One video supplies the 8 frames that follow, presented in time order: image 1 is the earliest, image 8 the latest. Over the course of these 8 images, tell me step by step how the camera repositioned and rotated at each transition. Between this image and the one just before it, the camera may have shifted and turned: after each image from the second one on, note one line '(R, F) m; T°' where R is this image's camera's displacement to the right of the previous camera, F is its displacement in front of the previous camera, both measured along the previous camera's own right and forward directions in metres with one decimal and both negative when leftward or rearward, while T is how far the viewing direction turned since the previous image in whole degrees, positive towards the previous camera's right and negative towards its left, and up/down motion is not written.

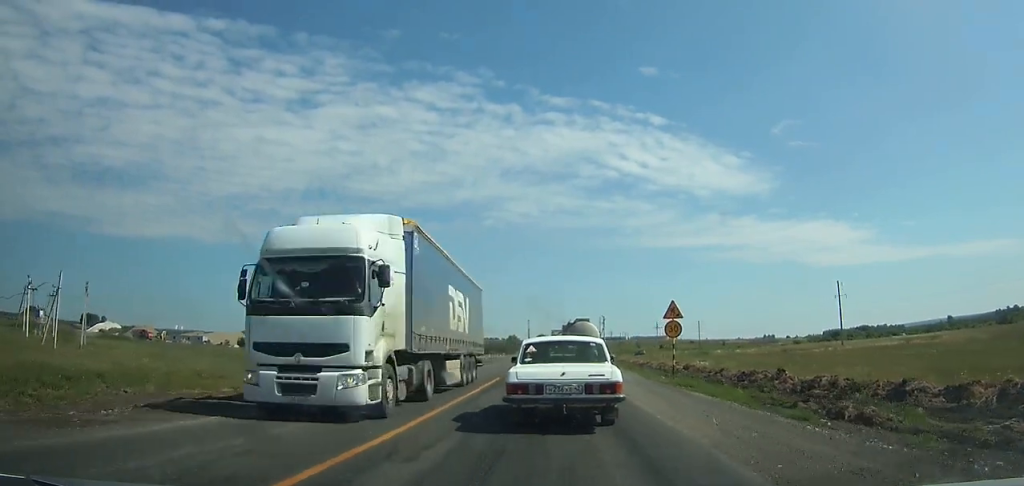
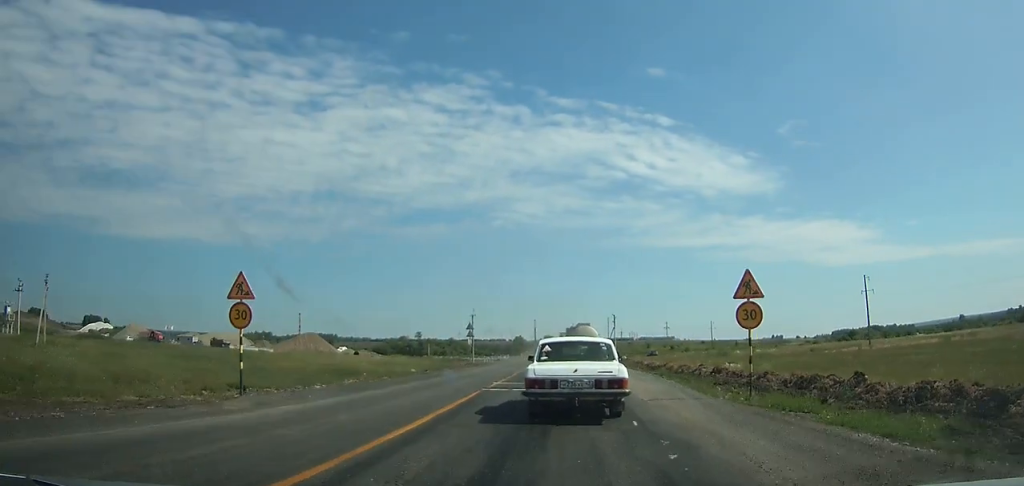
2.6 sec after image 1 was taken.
(0.0, +9.2) m; 0°
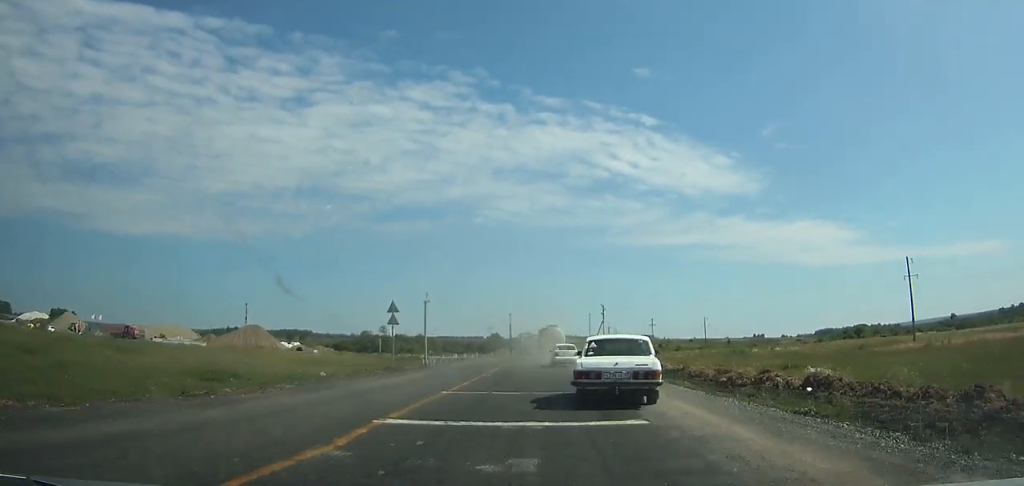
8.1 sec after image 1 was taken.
(0.0, +20.7) m; +2°
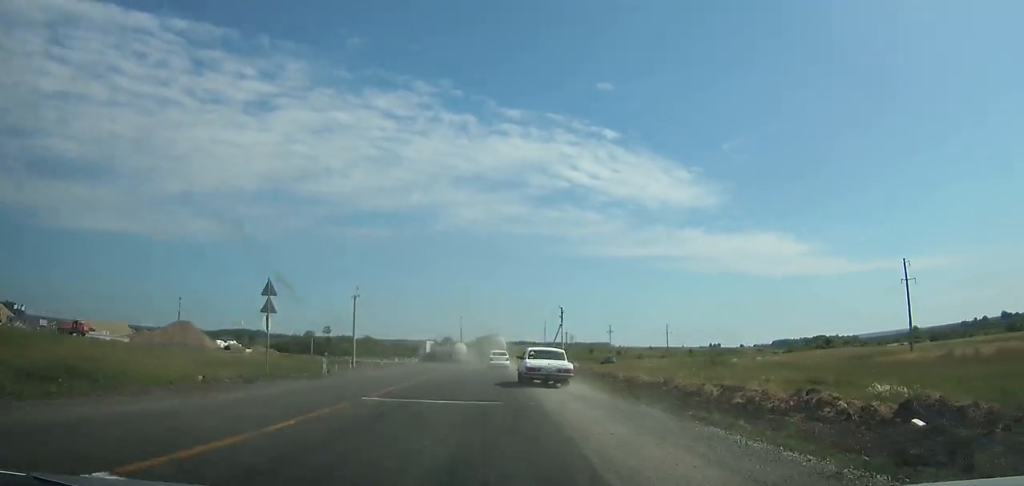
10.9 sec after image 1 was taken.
(+0.4, +13.1) m; +2°
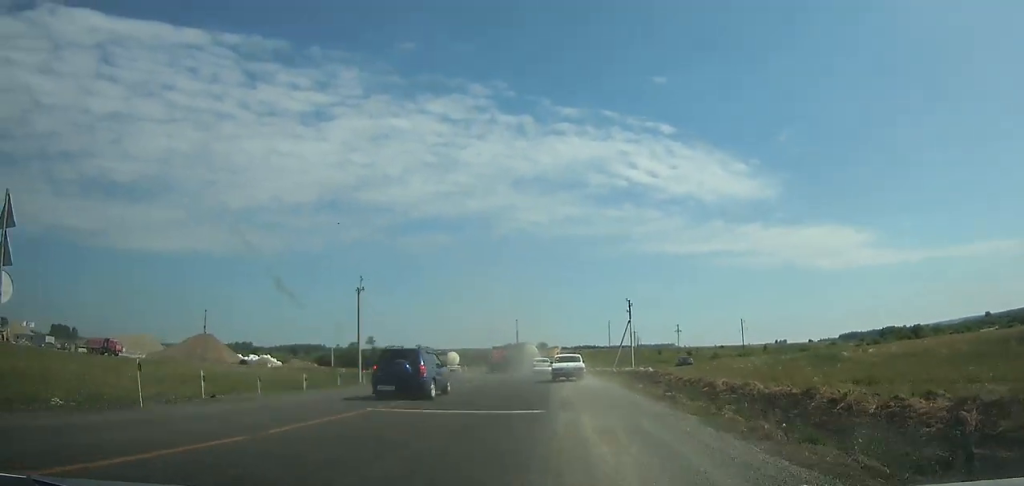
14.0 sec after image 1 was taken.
(-0.1, +18.0) m; -3°
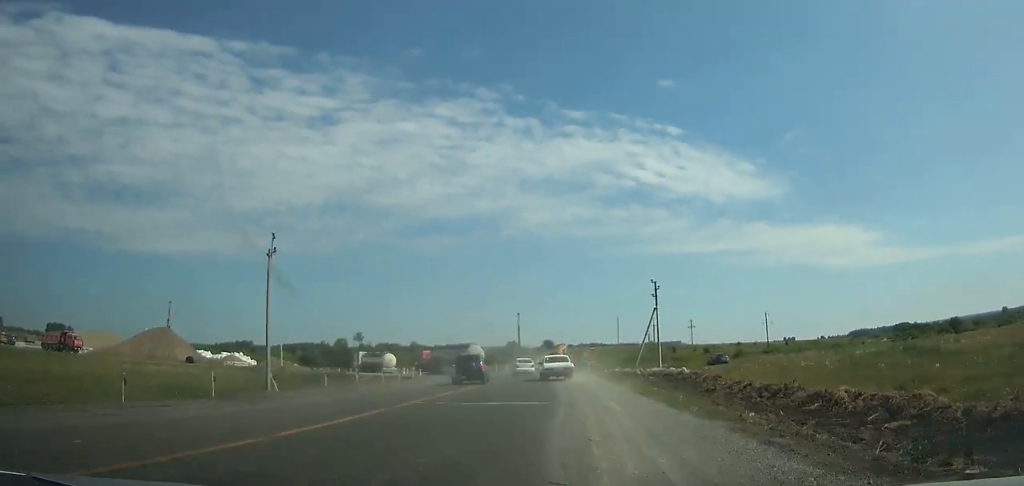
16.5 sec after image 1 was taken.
(-0.6, +17.2) m; -2°
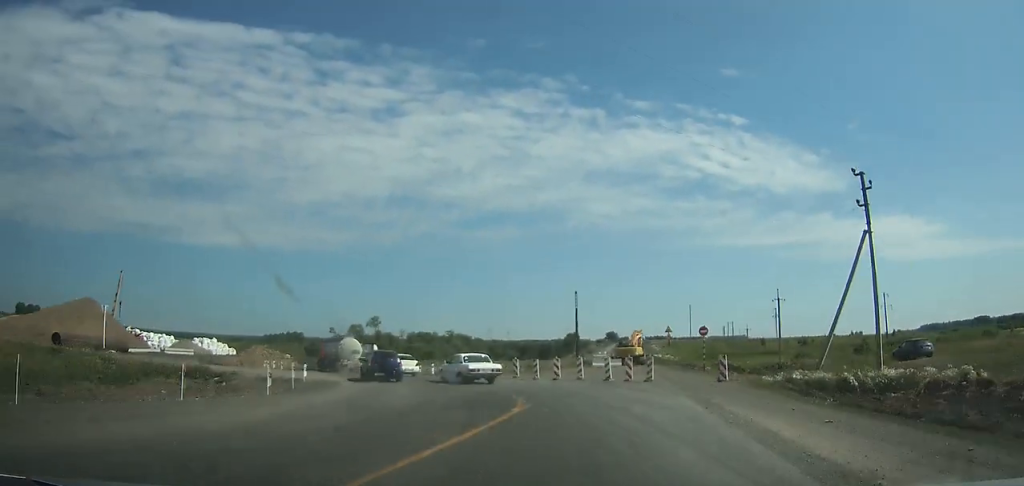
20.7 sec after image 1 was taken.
(-1.4, +32.8) m; -10°
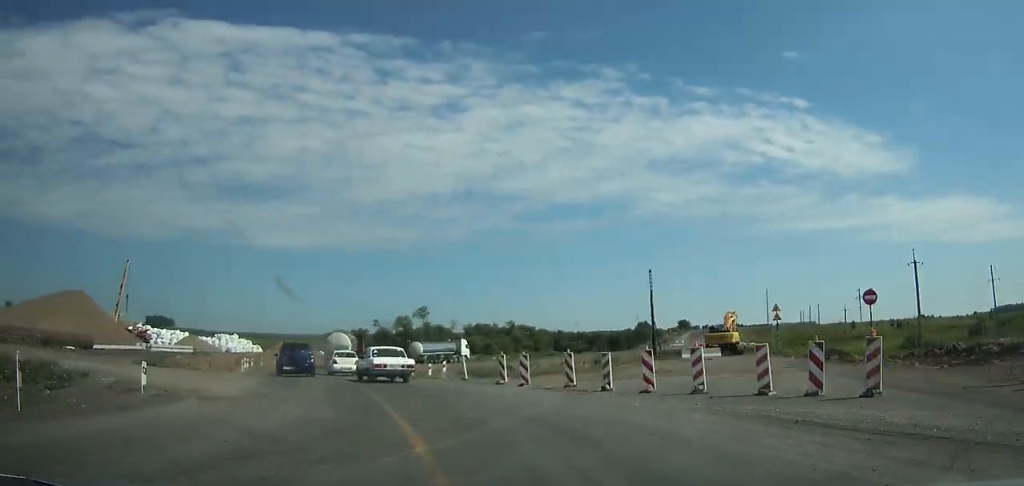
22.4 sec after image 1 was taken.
(+0.3, +13.8) m; -8°
